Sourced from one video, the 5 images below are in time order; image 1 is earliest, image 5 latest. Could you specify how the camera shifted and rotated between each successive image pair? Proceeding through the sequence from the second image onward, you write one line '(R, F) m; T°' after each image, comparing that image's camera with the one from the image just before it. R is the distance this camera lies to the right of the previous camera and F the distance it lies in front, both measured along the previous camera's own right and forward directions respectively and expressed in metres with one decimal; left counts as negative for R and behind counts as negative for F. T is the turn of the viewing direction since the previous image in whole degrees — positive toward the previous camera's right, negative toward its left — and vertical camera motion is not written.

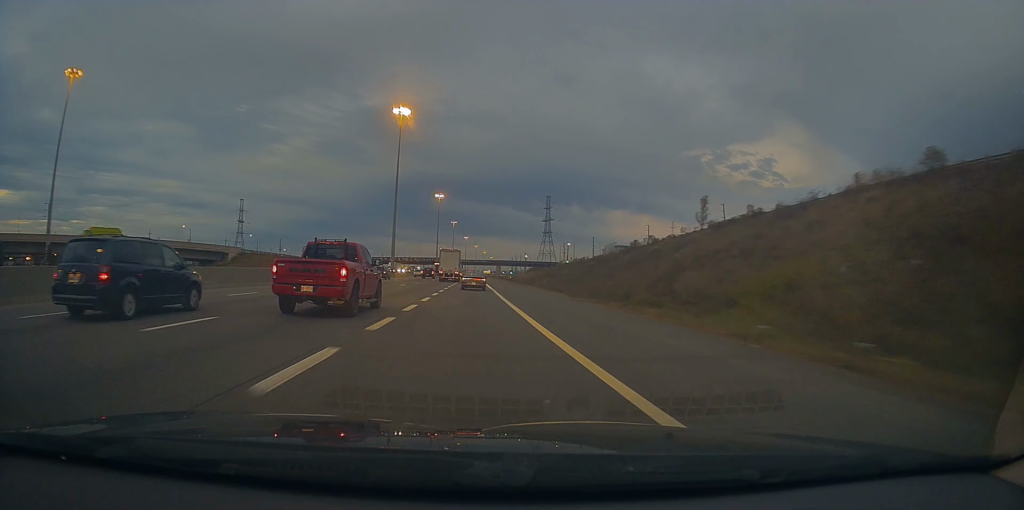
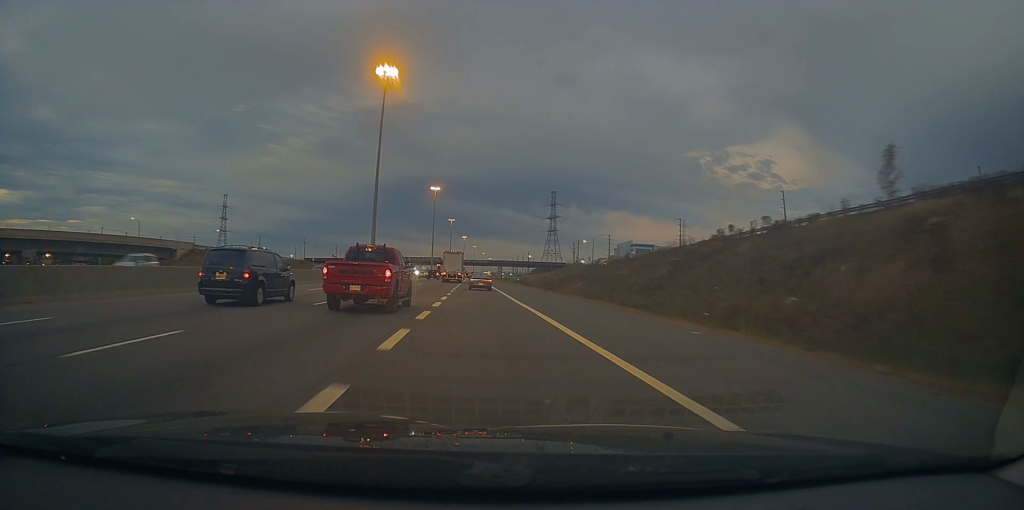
(0.0, +25.9) m; 0°
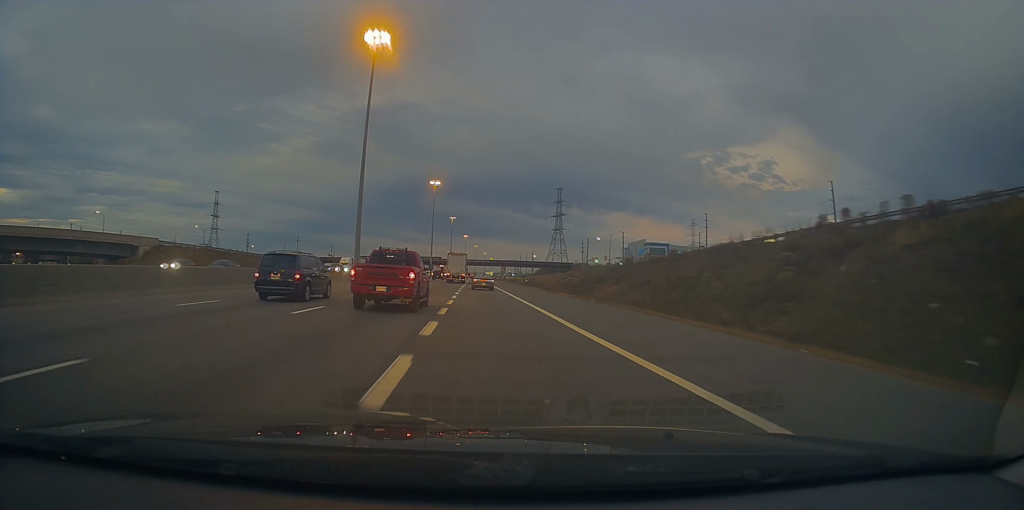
(+0.1, +15.4) m; 0°
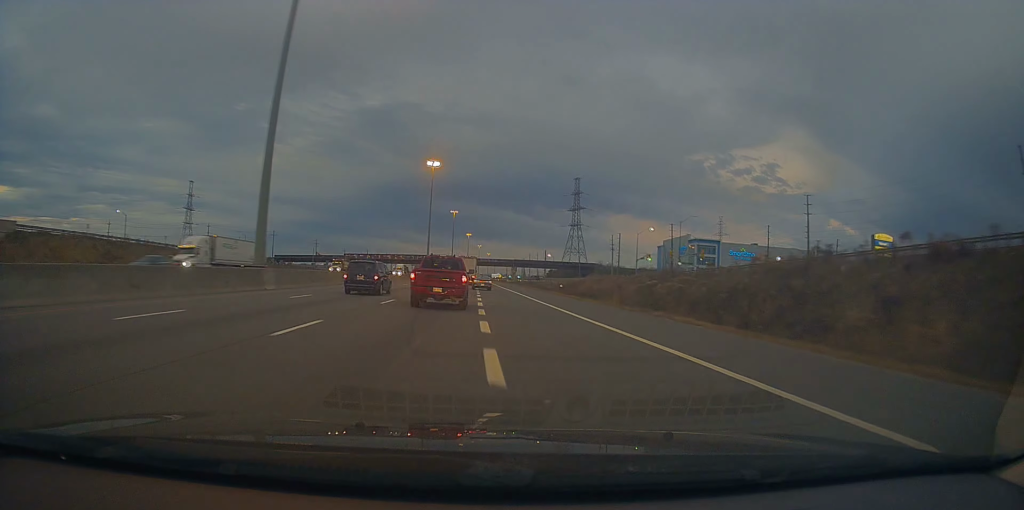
(-0.4, +40.6) m; -1°
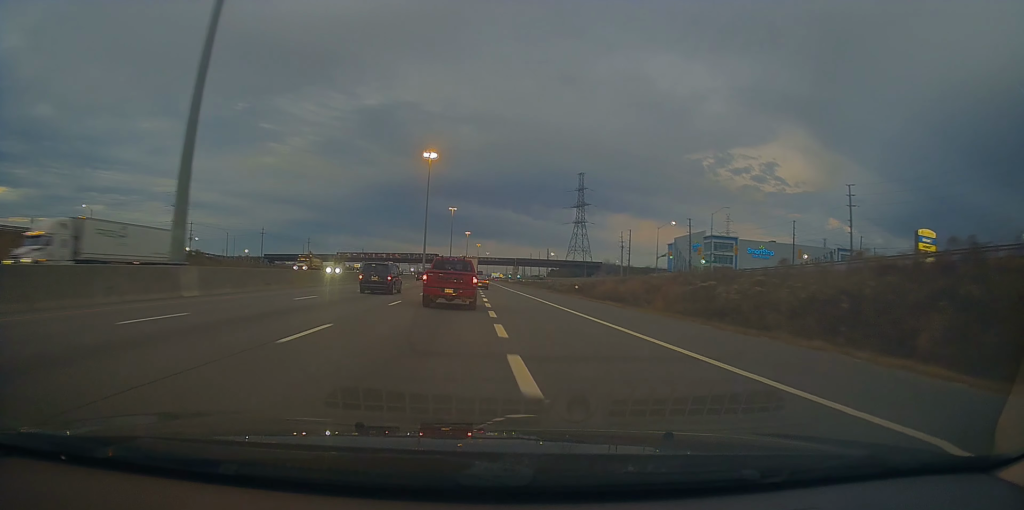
(0.0, +12.3) m; 0°
